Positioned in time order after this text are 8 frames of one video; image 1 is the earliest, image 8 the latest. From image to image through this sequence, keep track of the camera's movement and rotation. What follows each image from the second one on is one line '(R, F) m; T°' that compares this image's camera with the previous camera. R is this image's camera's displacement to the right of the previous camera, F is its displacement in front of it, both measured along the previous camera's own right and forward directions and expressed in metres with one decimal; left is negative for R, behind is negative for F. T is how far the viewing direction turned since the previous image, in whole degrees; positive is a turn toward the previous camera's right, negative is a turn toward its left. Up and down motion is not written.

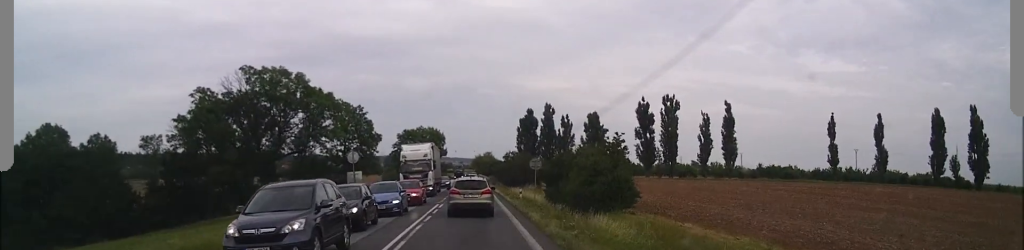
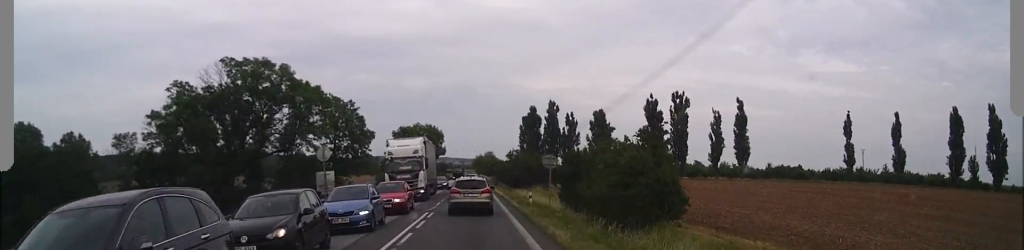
(0.0, +7.3) m; 0°
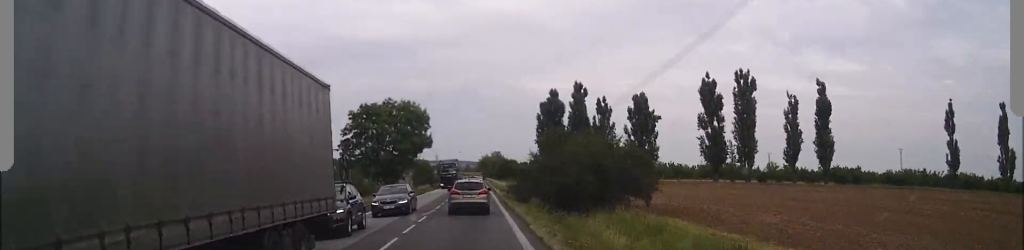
(-0.1, +35.8) m; 0°
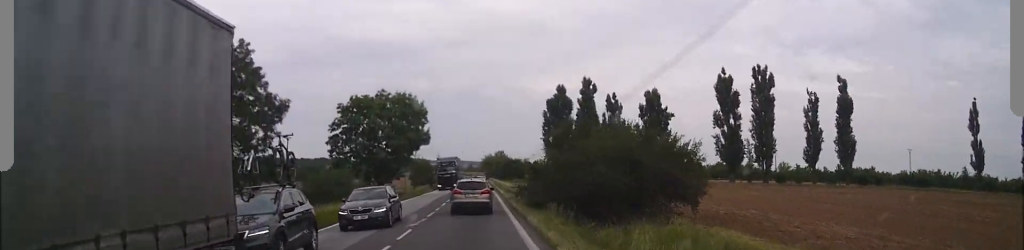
(+0.1, +6.6) m; 0°
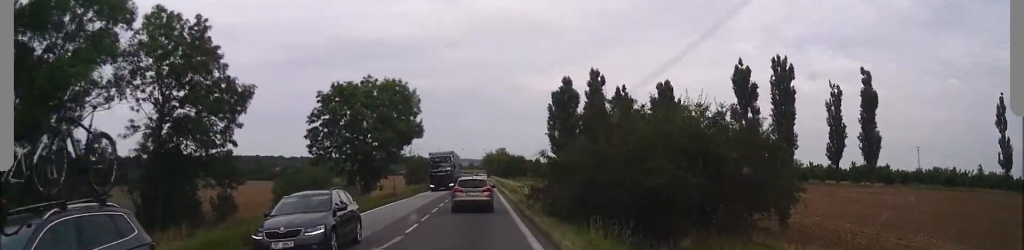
(0.0, +7.7) m; 0°
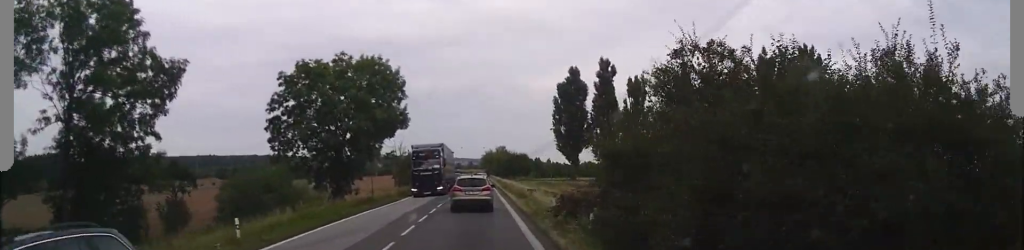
(0.0, +10.0) m; 0°
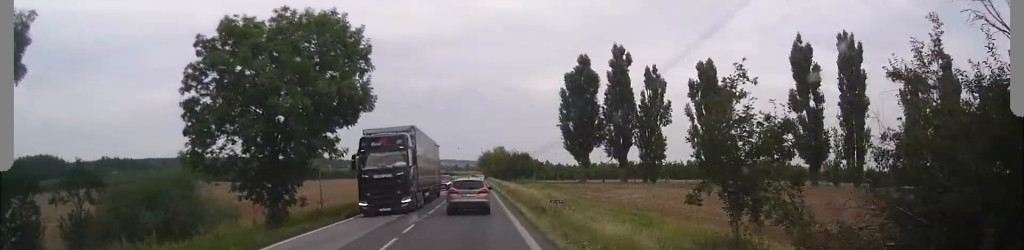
(-0.1, +12.7) m; -1°
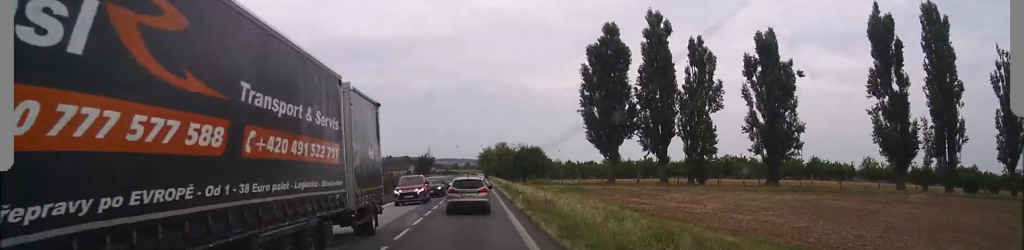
(-0.2, +19.7) m; 0°
